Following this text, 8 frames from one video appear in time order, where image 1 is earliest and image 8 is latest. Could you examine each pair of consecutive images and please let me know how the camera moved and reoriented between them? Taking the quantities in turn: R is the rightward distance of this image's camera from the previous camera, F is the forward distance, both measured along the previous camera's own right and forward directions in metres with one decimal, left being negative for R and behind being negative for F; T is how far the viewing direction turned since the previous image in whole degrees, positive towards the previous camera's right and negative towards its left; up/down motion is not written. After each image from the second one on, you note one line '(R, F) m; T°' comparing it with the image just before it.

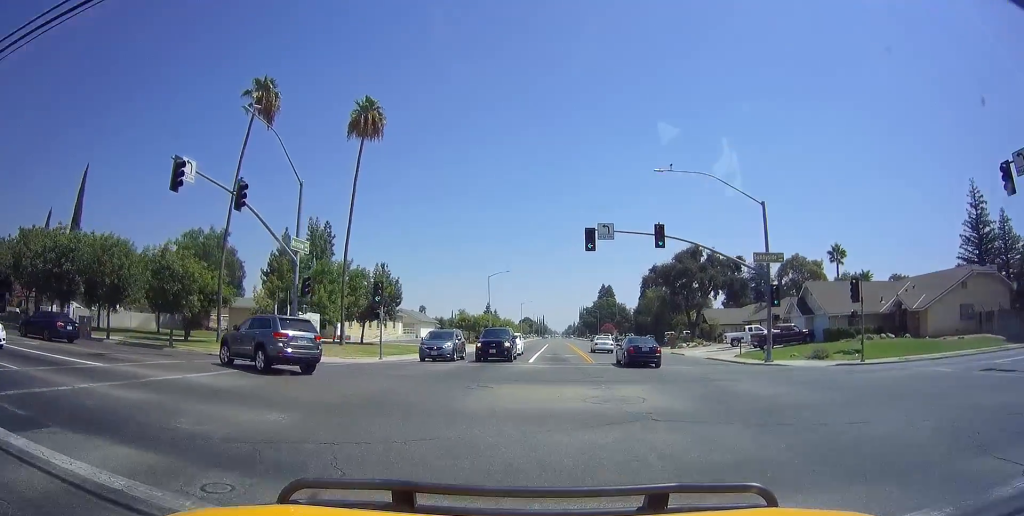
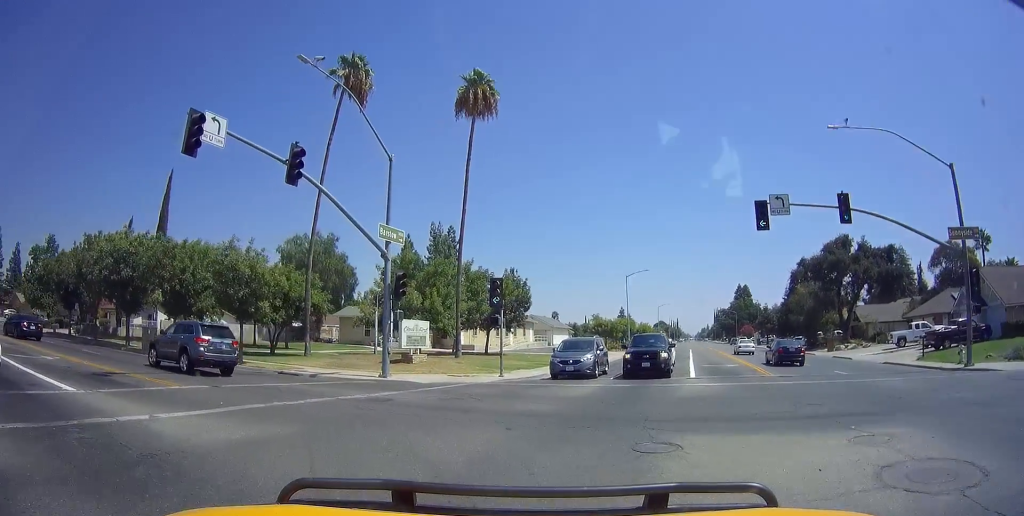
(-0.6, +6.2) m; -8°
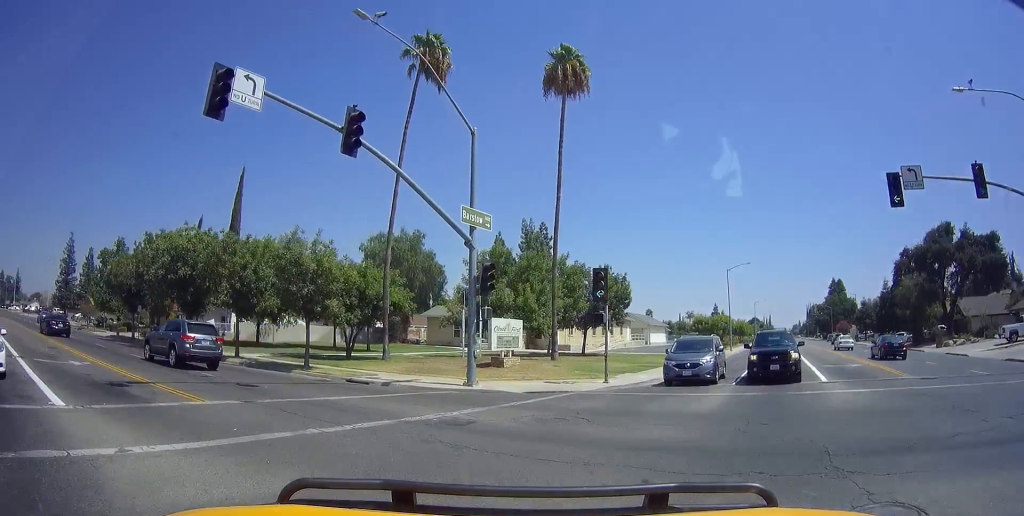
(-0.1, +3.0) m; -7°
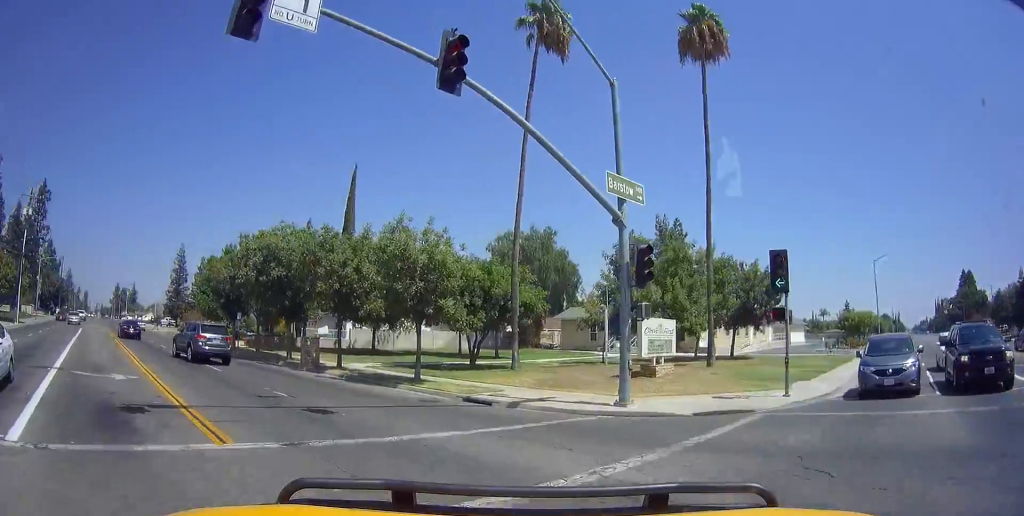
(+0.3, +3.8) m; -14°
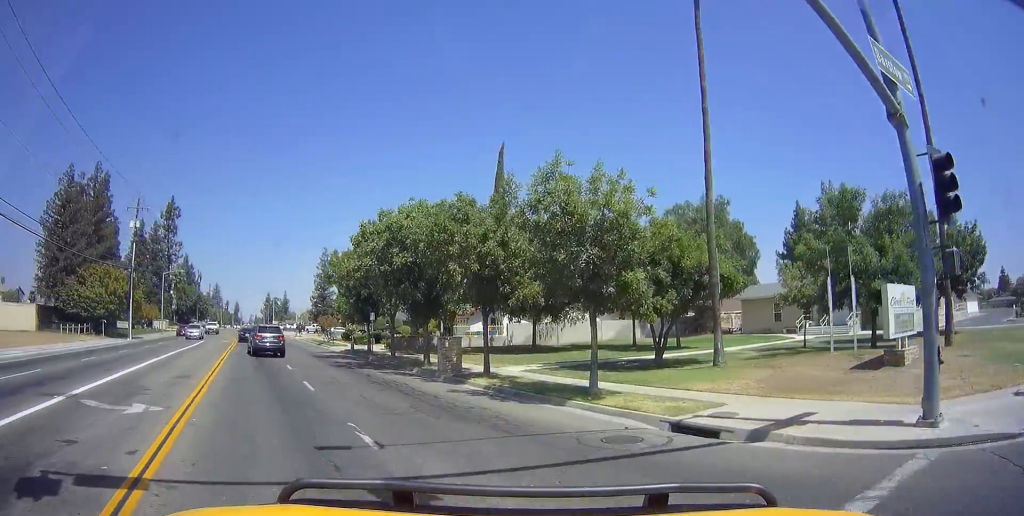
(-1.6, +4.9) m; -23°
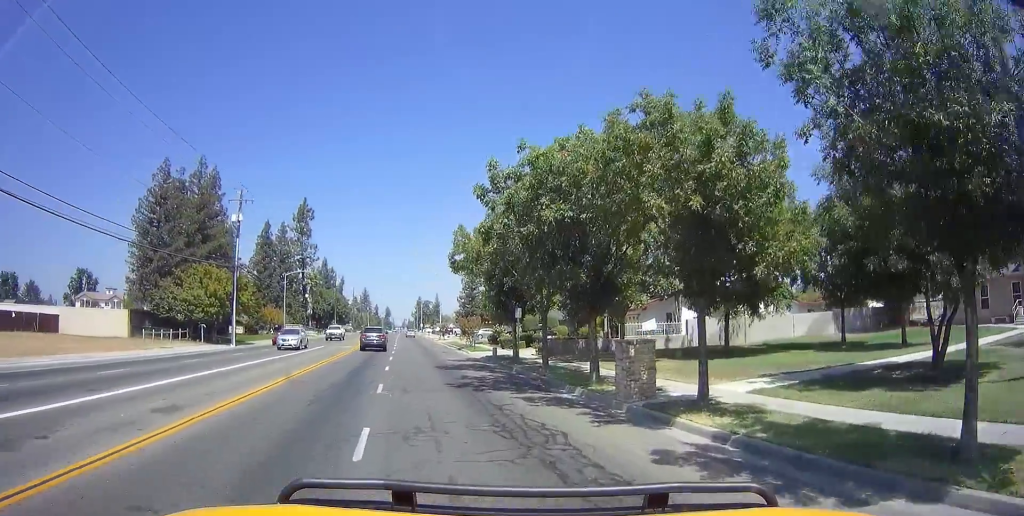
(-1.0, +7.8) m; -19°
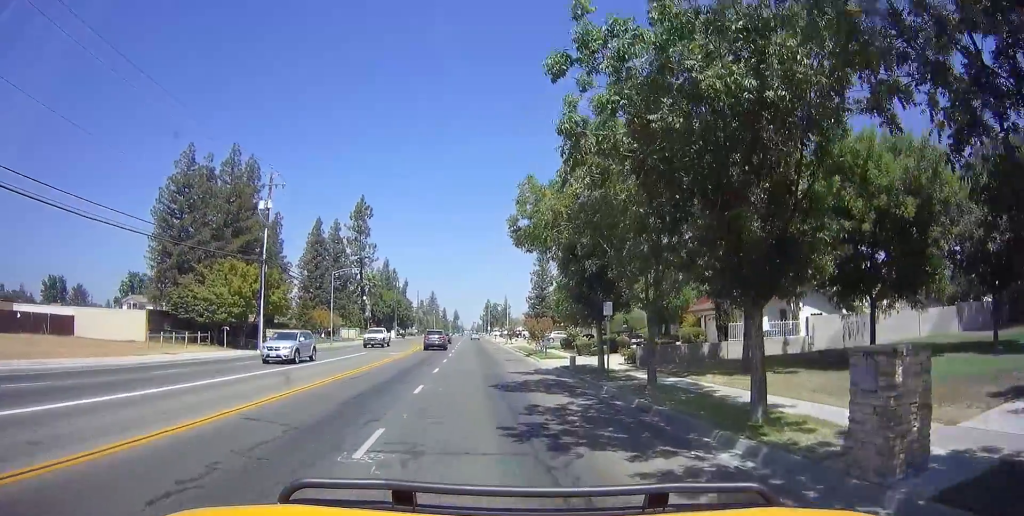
(-1.2, +7.1) m; -4°
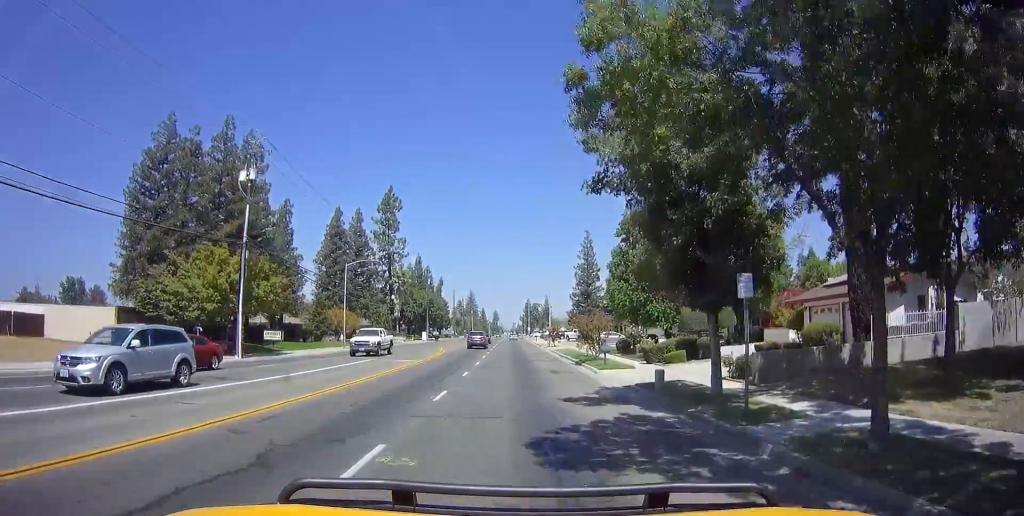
(+0.4, +8.6) m; -1°
